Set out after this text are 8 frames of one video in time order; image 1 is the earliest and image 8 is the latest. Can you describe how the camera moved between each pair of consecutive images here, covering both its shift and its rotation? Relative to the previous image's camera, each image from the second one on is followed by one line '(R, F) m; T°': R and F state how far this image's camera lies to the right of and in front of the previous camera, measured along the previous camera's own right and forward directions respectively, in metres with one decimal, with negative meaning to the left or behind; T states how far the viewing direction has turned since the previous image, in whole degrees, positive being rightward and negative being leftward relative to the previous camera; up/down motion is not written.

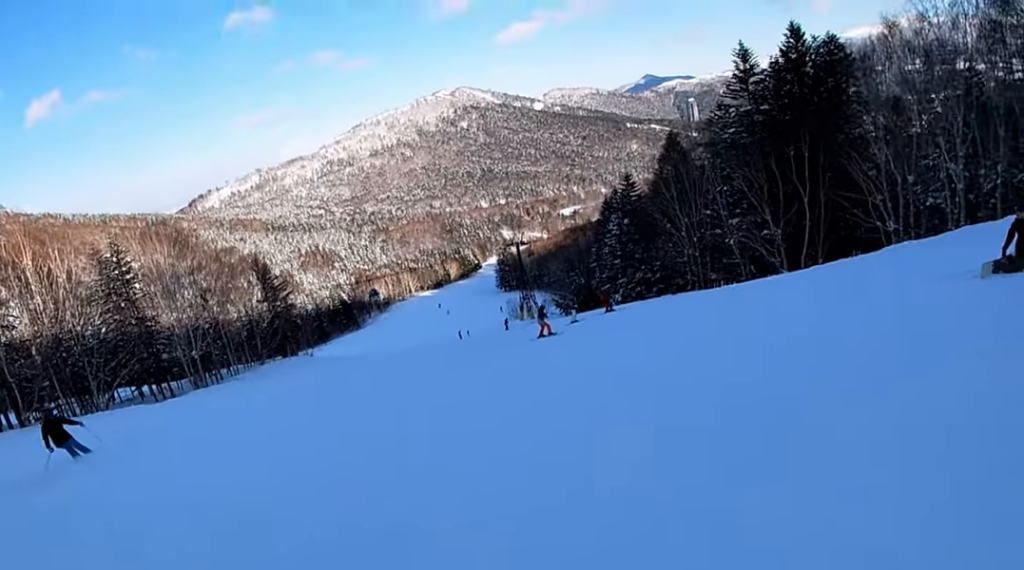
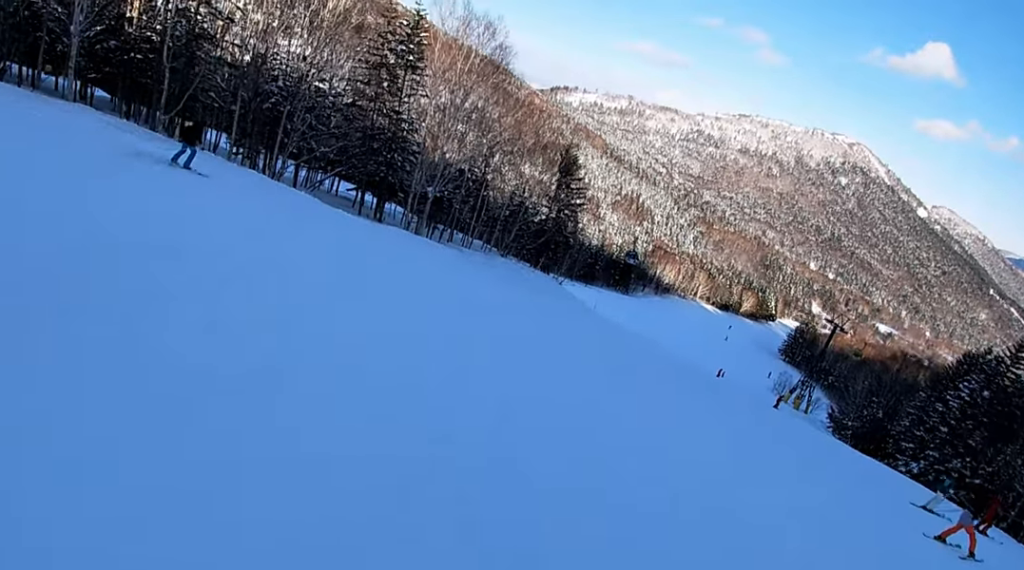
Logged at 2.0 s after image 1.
(0.0, +11.1) m; -13°
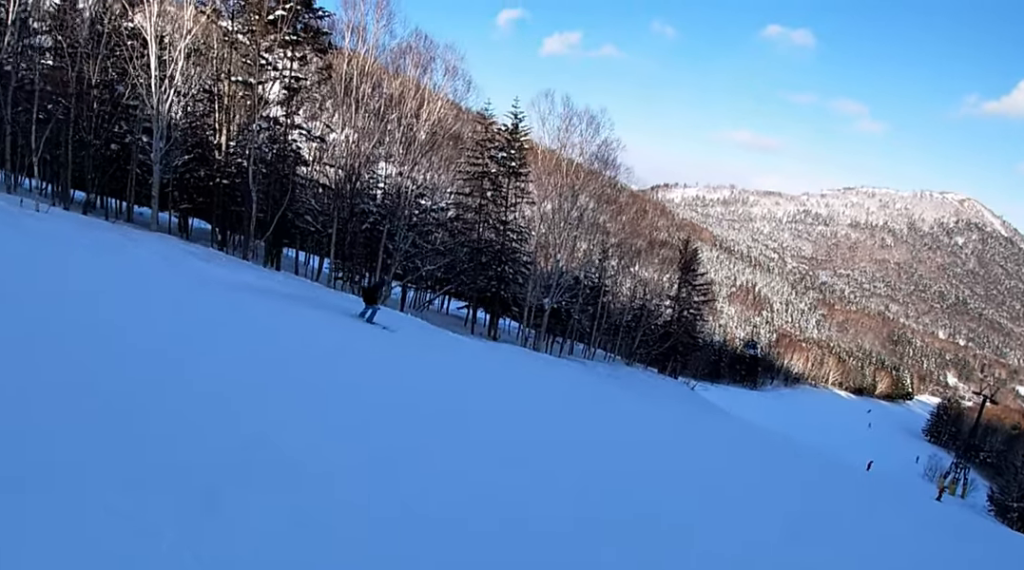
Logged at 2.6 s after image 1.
(-0.4, +2.9) m; -11°
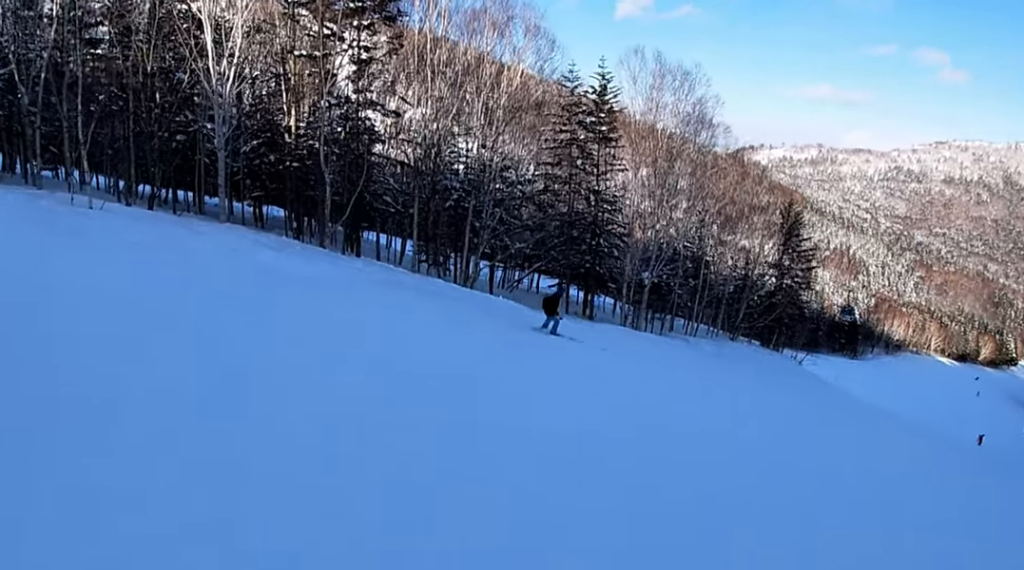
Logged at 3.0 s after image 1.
(0.0, +2.1) m; -7°
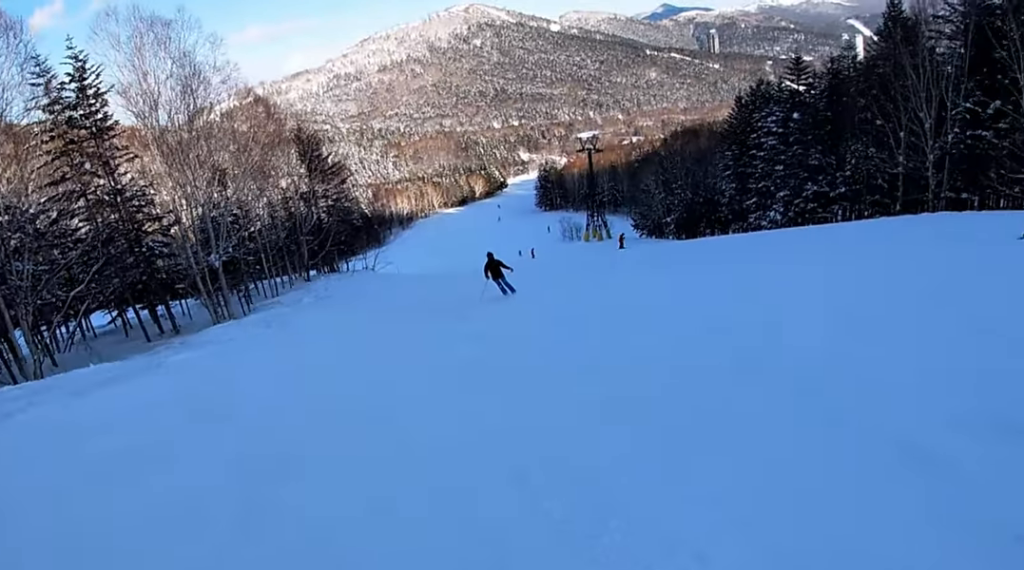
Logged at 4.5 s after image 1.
(+0.6, +6.4) m; +33°
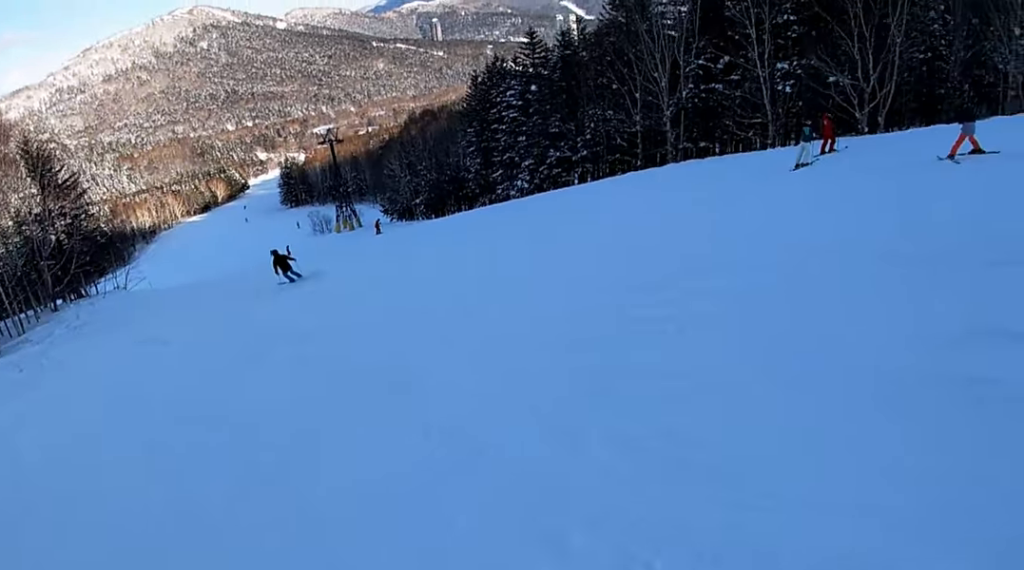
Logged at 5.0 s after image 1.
(+0.4, +2.1) m; +19°
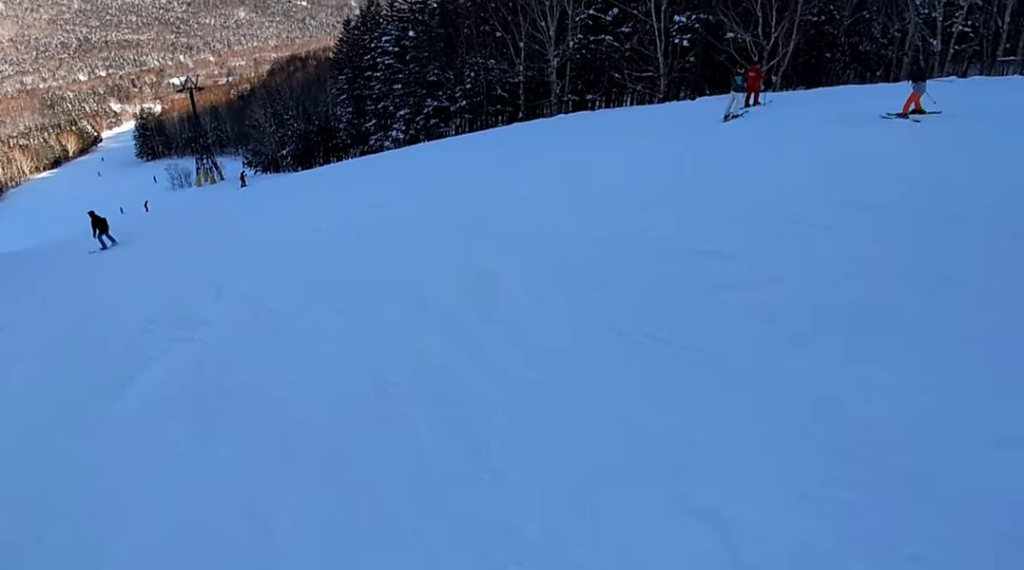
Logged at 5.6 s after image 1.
(+0.4, +3.4) m; +3°
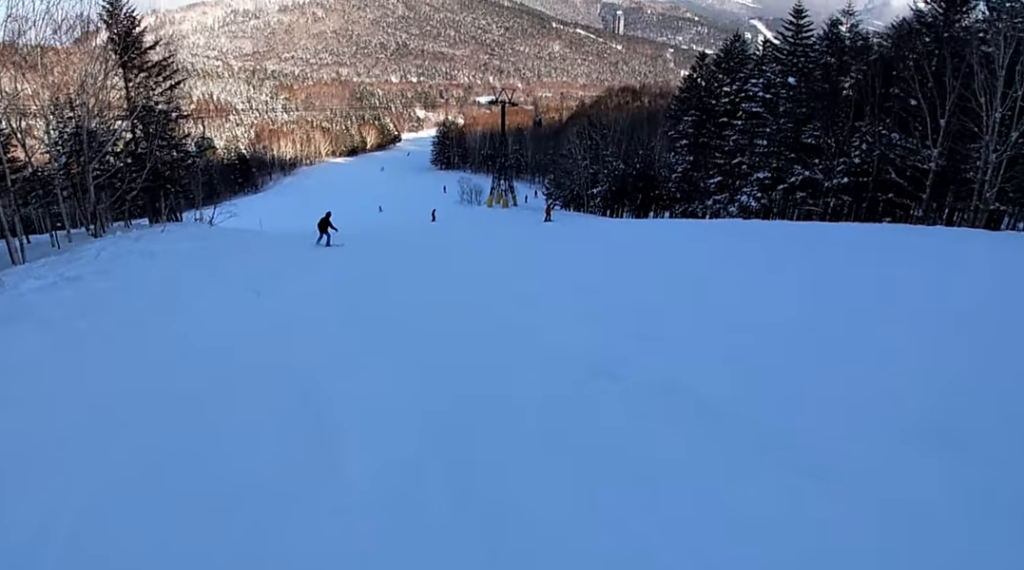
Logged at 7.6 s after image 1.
(-1.4, +11.9) m; -8°
